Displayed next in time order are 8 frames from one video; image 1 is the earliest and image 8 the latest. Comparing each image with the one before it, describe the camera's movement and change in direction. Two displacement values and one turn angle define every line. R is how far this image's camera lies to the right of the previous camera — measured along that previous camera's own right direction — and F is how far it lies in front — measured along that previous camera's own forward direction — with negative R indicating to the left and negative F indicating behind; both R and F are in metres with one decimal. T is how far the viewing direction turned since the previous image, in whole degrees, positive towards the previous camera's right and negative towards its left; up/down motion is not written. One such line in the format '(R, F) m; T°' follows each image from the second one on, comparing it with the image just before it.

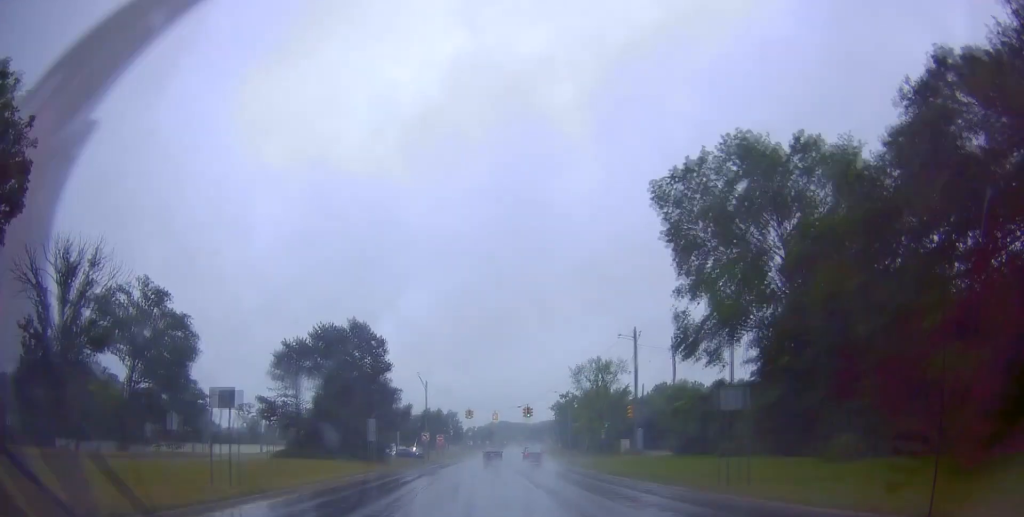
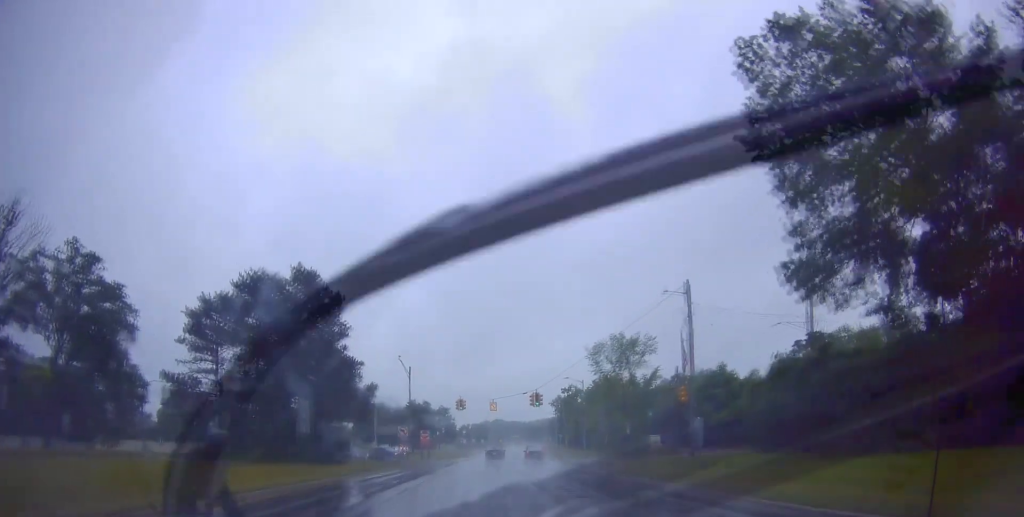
(-0.4, +16.1) m; 0°
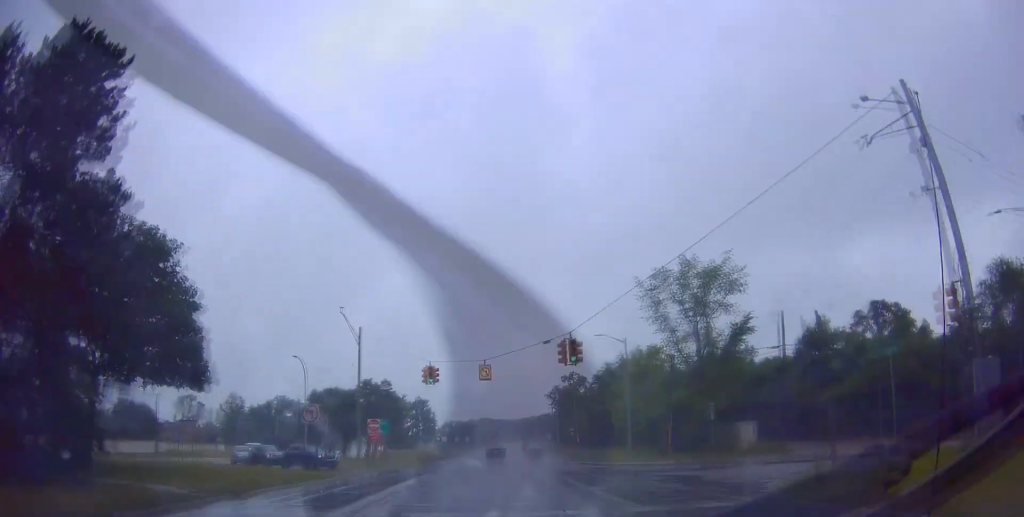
(+0.7, +25.4) m; +2°
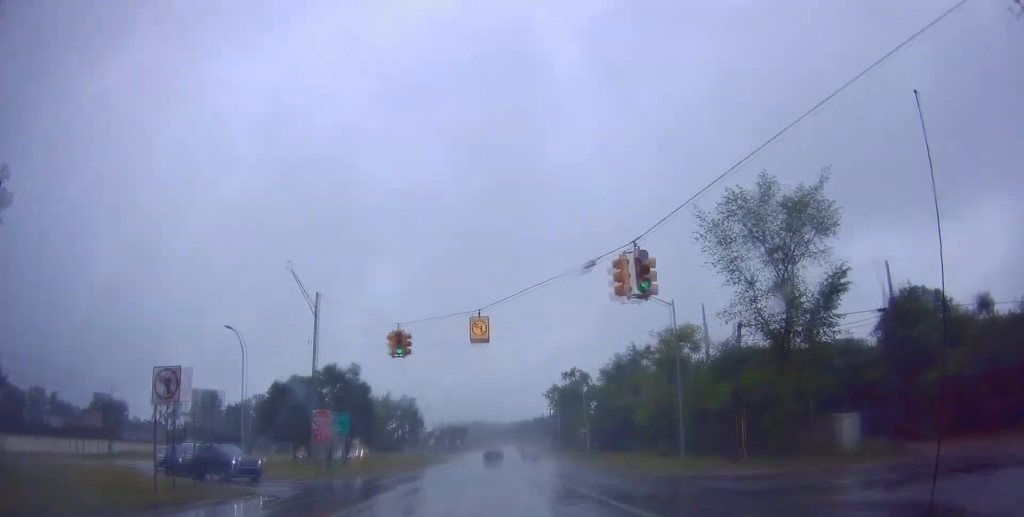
(0.0, +12.3) m; 0°
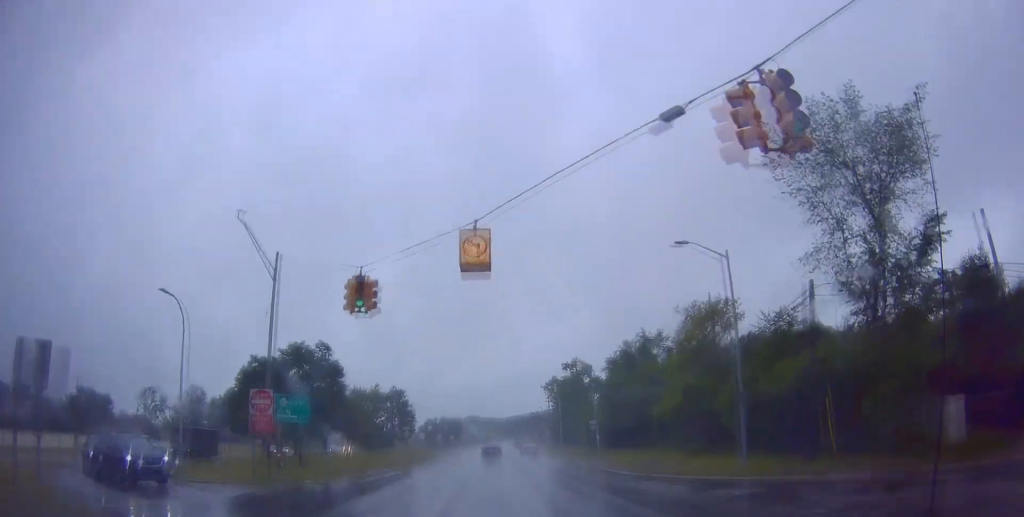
(0.0, +7.8) m; 0°
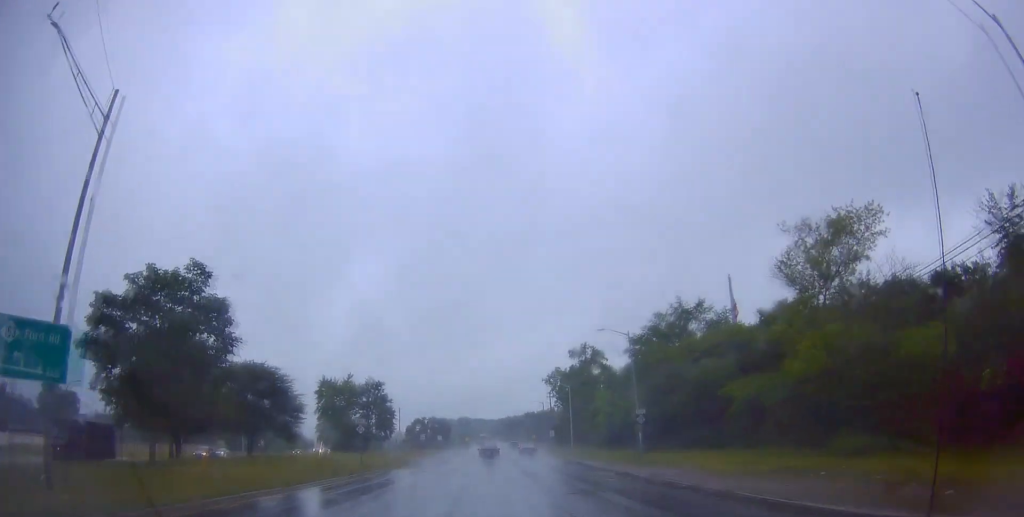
(0.0, +17.8) m; +1°
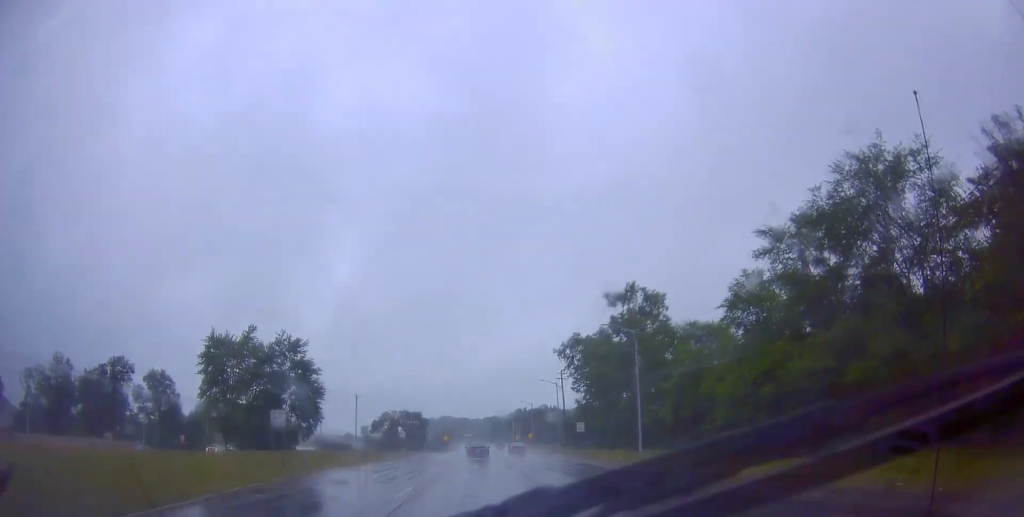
(+0.8, +38.7) m; +1°
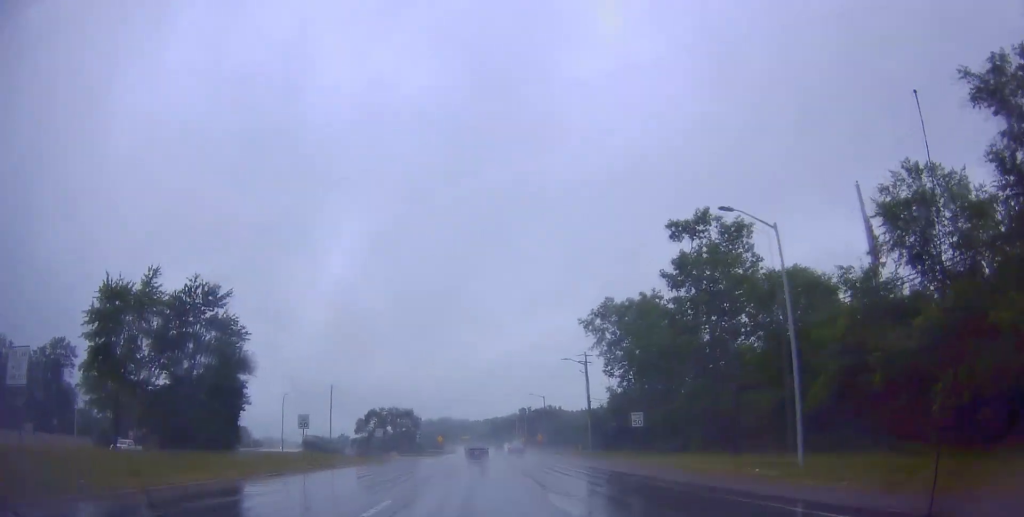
(0.0, +20.8) m; +1°
